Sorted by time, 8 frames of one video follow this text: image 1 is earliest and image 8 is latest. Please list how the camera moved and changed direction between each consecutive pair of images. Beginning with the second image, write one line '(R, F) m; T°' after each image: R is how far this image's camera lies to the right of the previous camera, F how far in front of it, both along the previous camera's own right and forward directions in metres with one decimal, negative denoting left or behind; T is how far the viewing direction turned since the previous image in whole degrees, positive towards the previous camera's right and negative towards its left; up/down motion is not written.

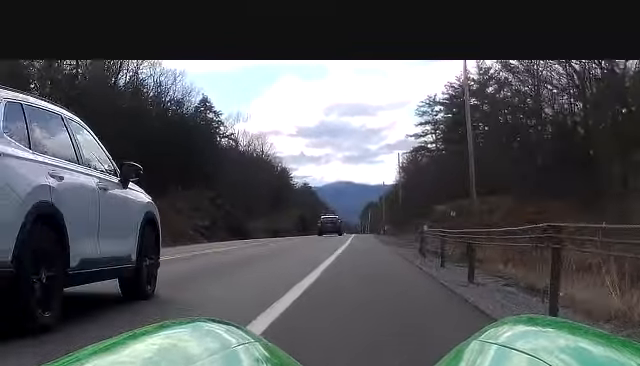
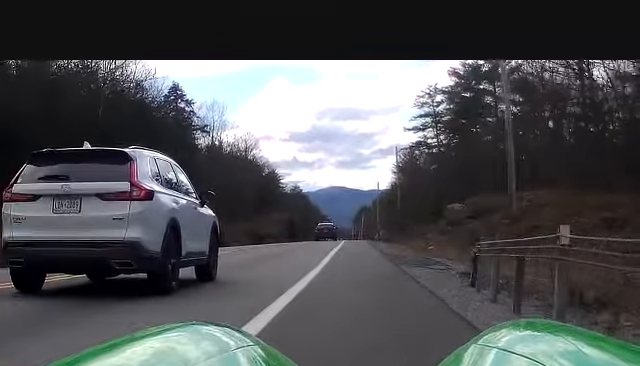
(+0.1, +15.3) m; 0°
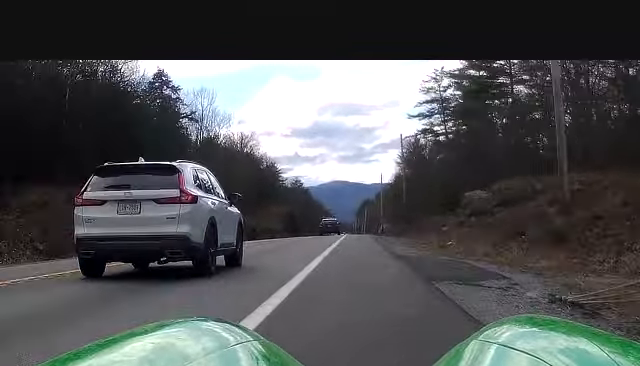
(0.0, +8.9) m; 0°
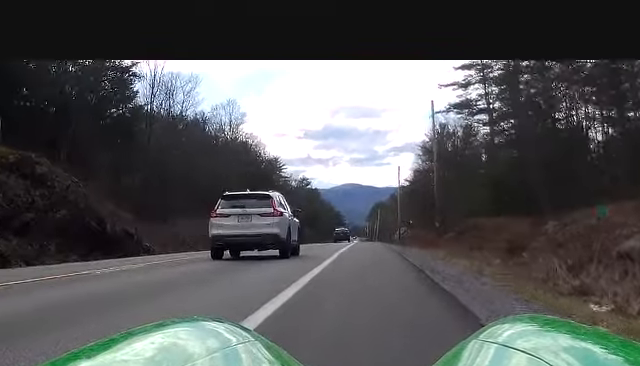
(0.0, +29.5) m; 0°
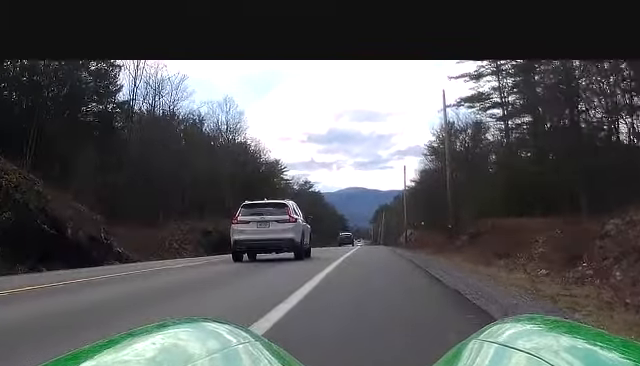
(0.0, +6.9) m; 0°
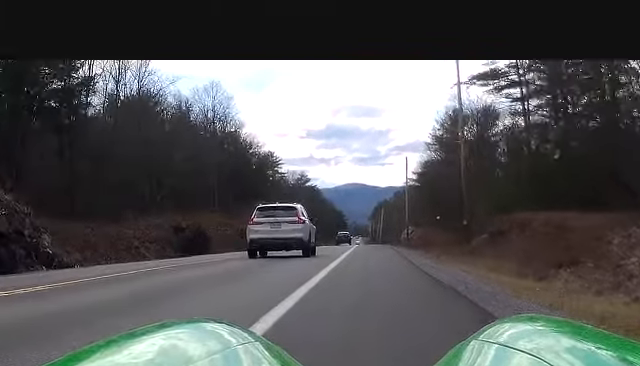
(0.0, +10.5) m; 0°
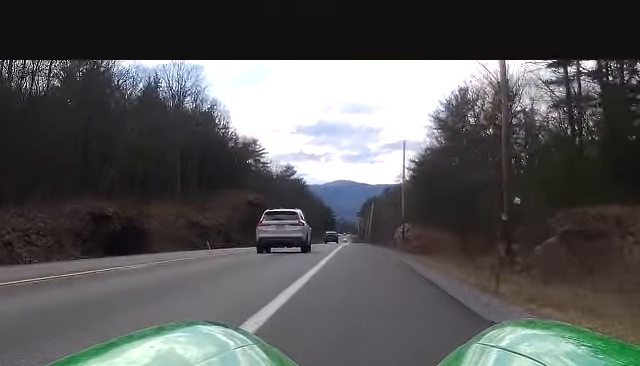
(-0.1, +18.6) m; -1°
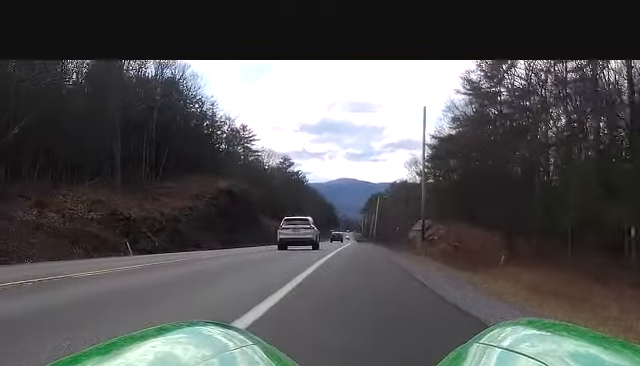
(-0.2, +29.4) m; 0°
